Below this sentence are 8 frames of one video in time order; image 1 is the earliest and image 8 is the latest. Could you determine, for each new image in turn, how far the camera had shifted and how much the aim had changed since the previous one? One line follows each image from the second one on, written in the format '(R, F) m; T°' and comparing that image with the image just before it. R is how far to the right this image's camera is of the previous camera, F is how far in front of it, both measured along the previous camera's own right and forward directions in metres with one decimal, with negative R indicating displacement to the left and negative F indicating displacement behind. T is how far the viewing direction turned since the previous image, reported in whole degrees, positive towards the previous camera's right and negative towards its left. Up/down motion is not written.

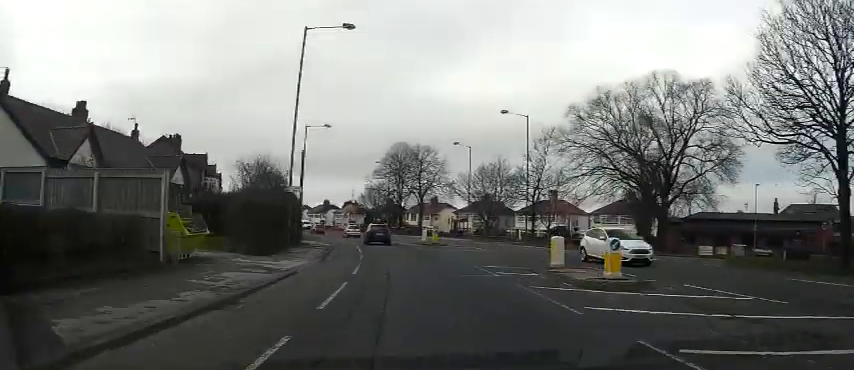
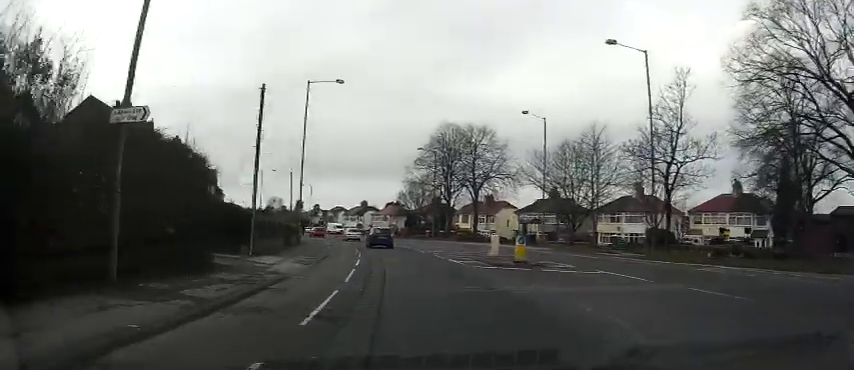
(-0.4, +19.0) m; -4°
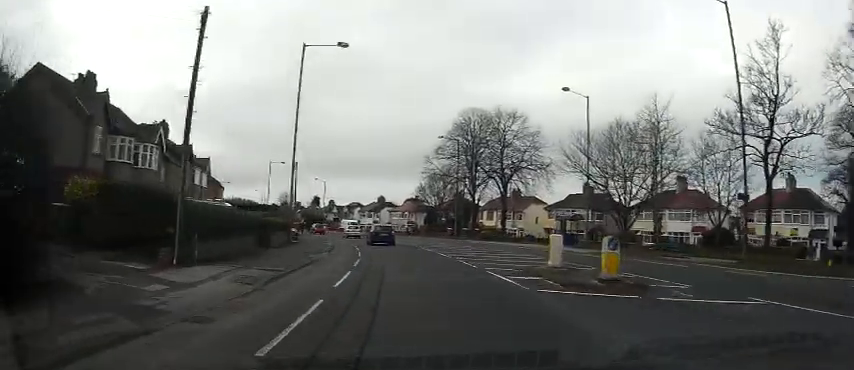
(-0.2, +7.2) m; -3°
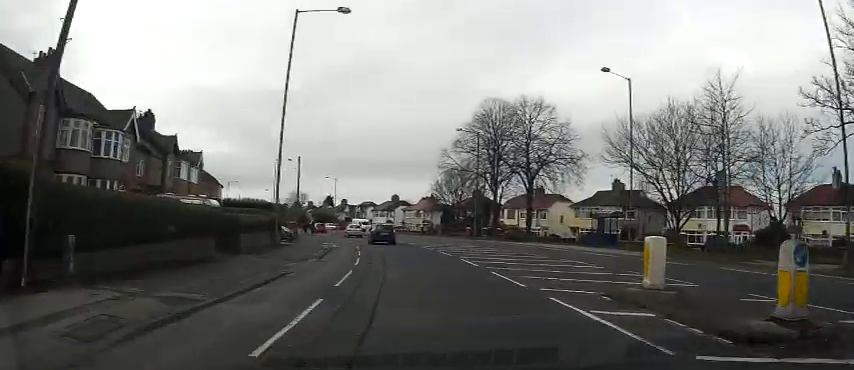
(-0.2, +6.1) m; -2°
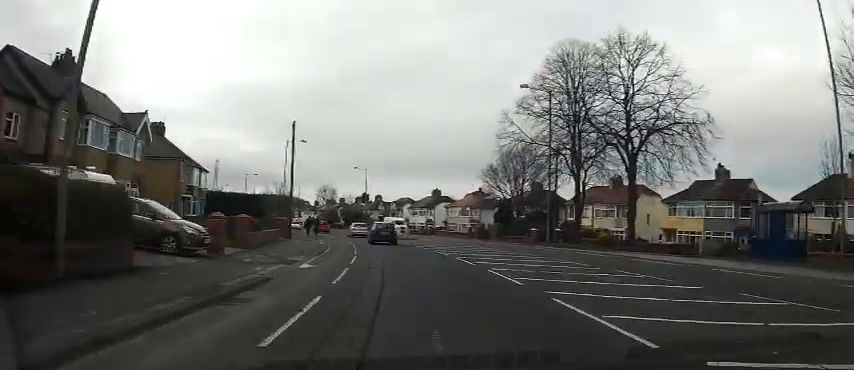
(-0.8, +17.8) m; -6°
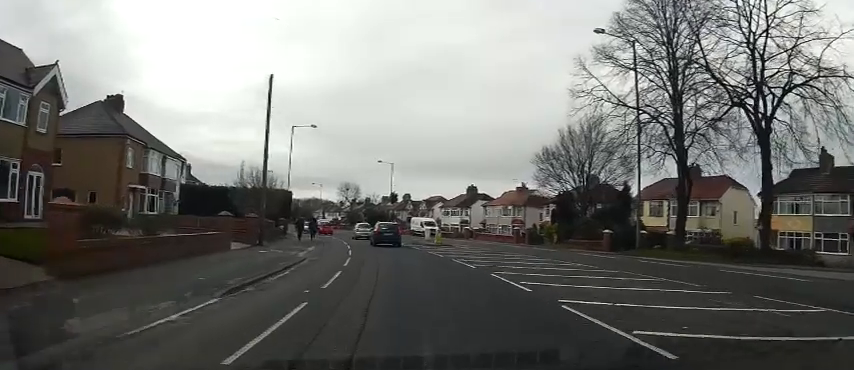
(-0.9, +12.8) m; -5°
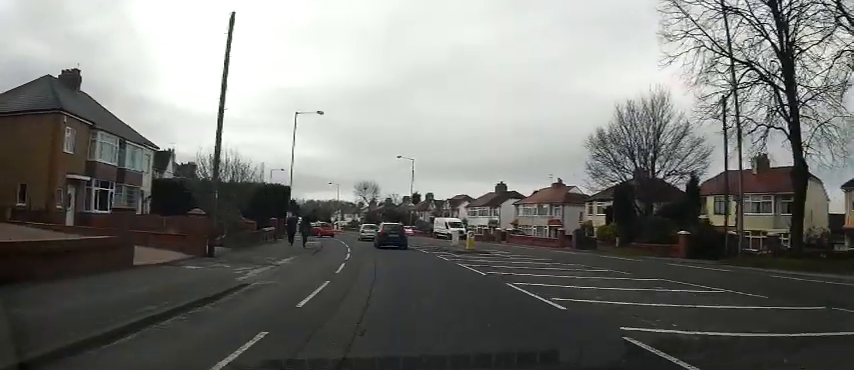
(-0.2, +8.7) m; -1°
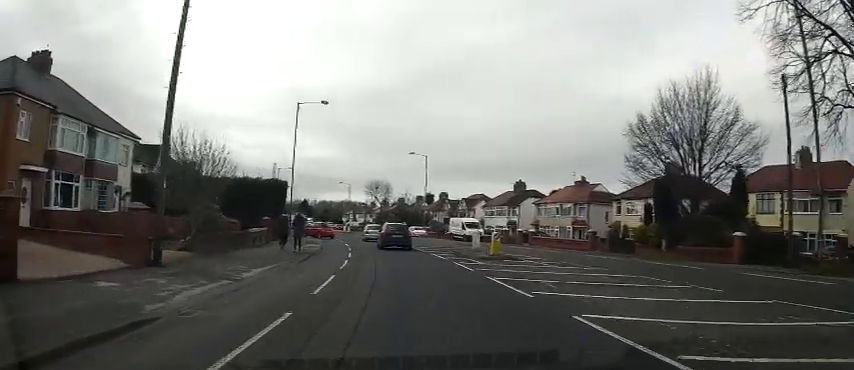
(-0.1, +4.7) m; 0°
